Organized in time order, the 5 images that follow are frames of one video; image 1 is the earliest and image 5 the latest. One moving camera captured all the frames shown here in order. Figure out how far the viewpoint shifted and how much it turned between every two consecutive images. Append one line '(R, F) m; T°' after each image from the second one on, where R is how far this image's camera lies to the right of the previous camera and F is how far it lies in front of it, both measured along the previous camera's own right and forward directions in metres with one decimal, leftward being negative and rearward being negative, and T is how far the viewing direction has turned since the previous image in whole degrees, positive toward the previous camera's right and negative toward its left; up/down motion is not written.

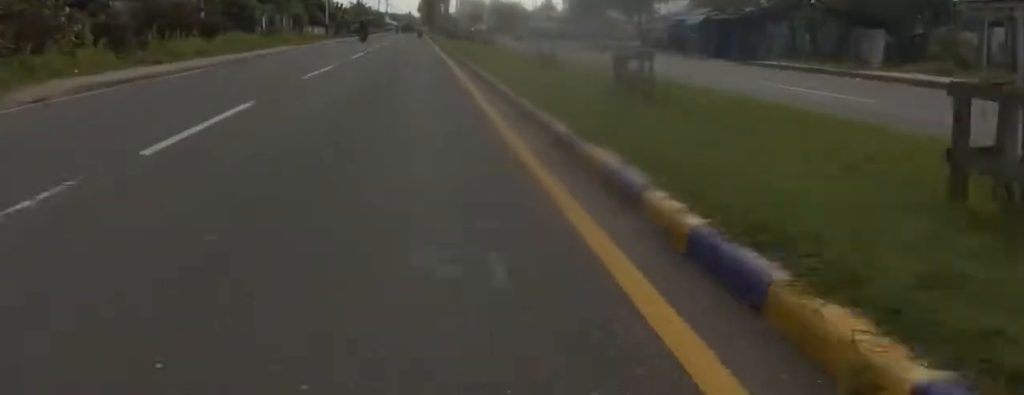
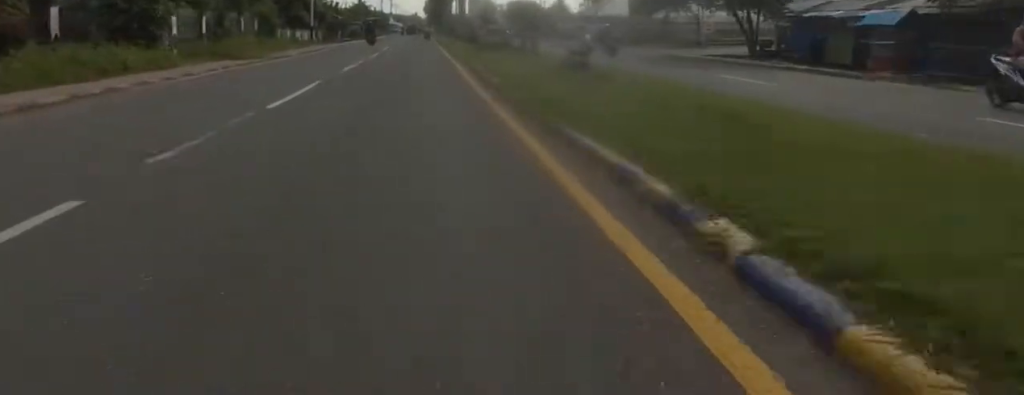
(+0.9, +13.4) m; +1°
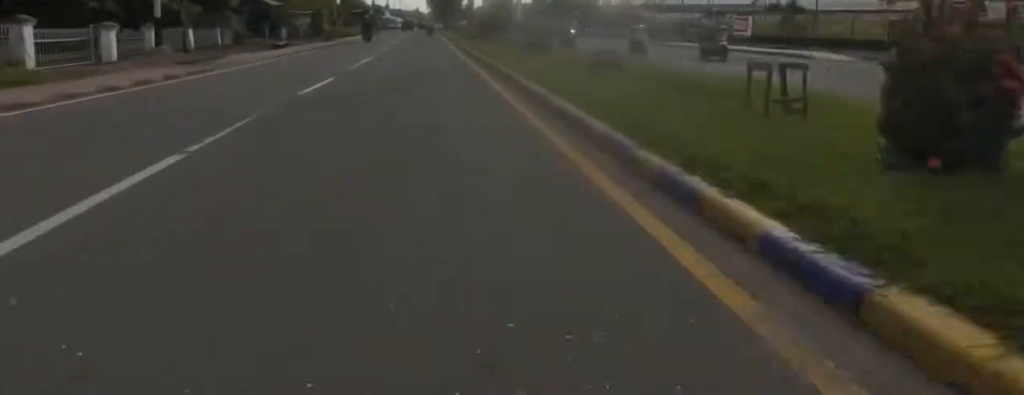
(-1.2, +31.3) m; -2°
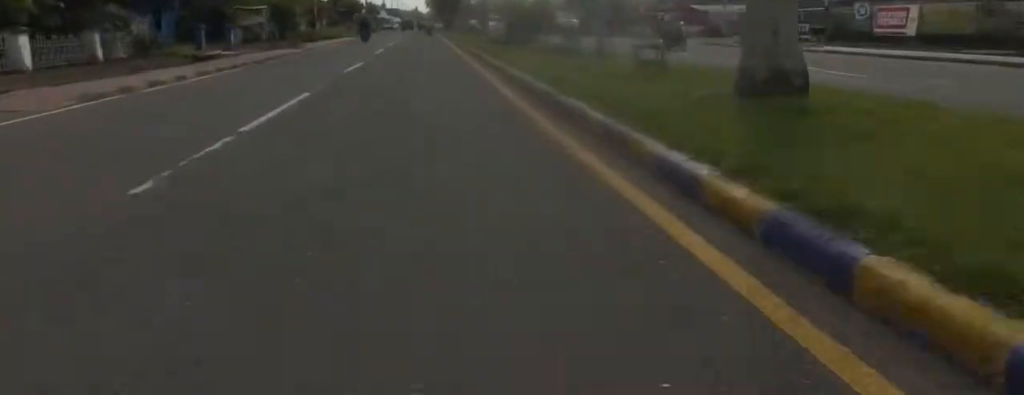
(0.0, +11.0) m; 0°
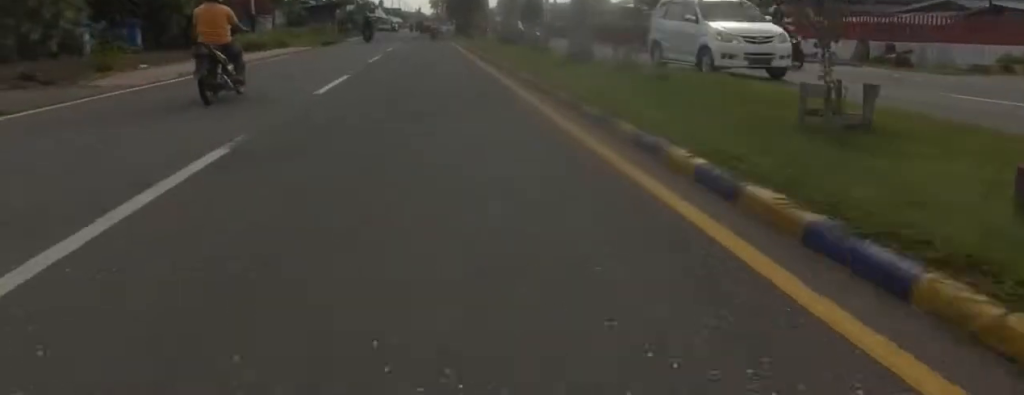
(0.0, +20.5) m; +1°
